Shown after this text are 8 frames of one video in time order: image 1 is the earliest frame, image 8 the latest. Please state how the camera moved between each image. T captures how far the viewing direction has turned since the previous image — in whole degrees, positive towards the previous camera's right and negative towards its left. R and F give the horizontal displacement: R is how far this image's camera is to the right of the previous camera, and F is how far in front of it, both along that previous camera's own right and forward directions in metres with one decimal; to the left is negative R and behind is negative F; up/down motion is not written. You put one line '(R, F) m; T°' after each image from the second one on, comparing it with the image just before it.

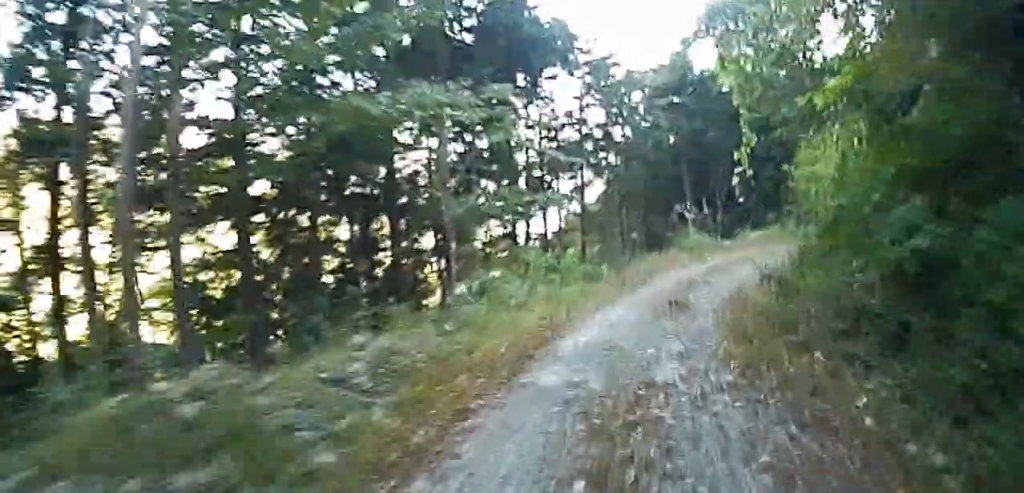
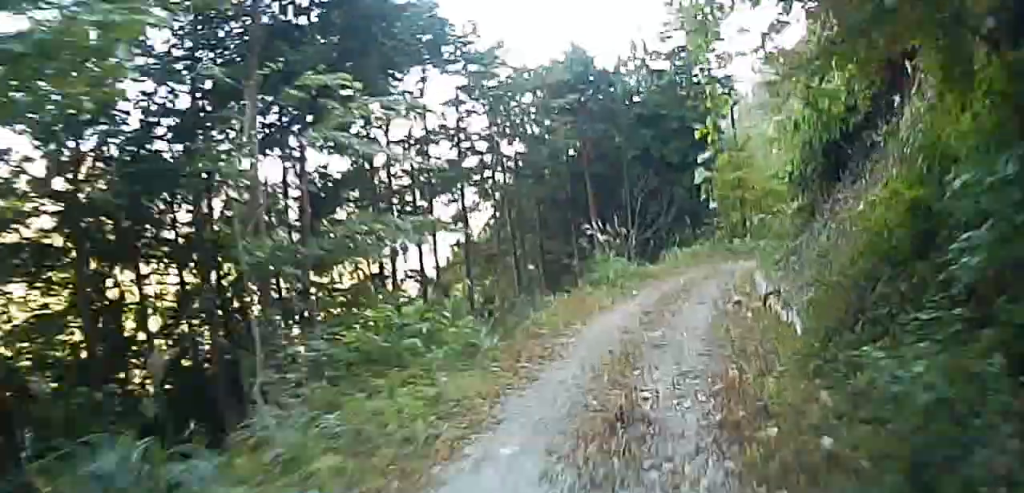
(+1.4, +5.0) m; +15°
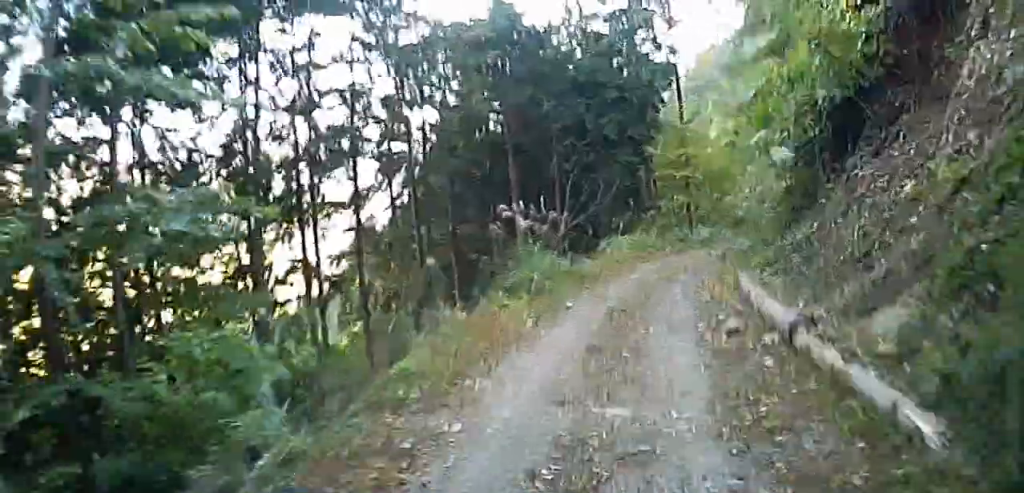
(-0.1, +5.1) m; -5°
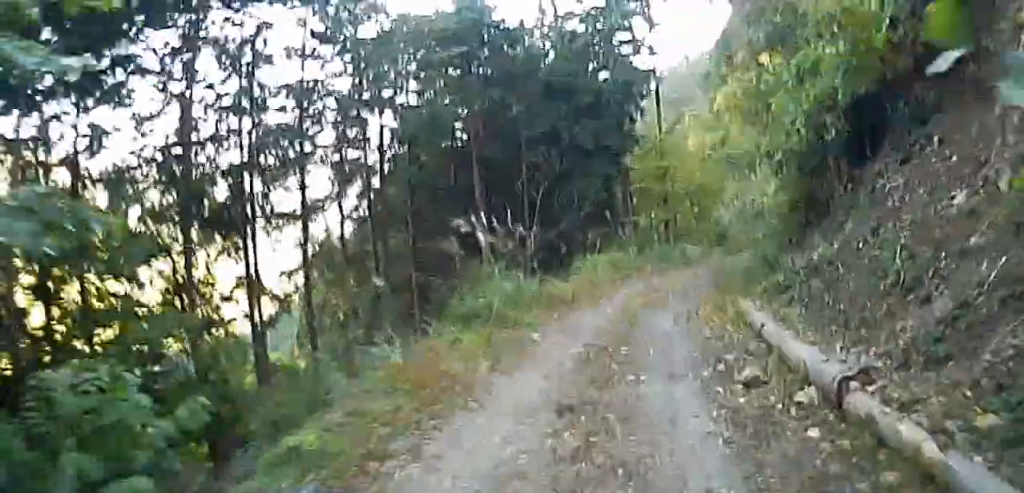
(-0.5, +2.5) m; -5°
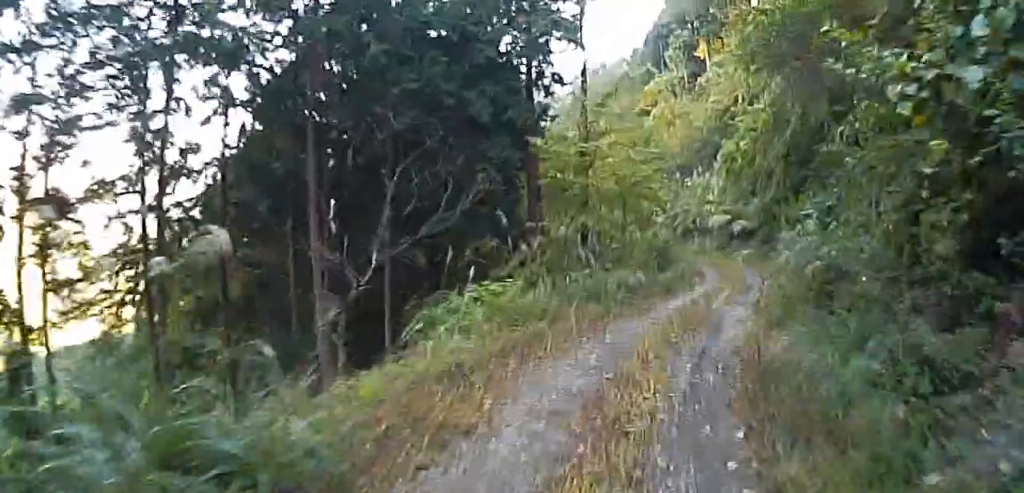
(+1.7, +9.5) m; +20°
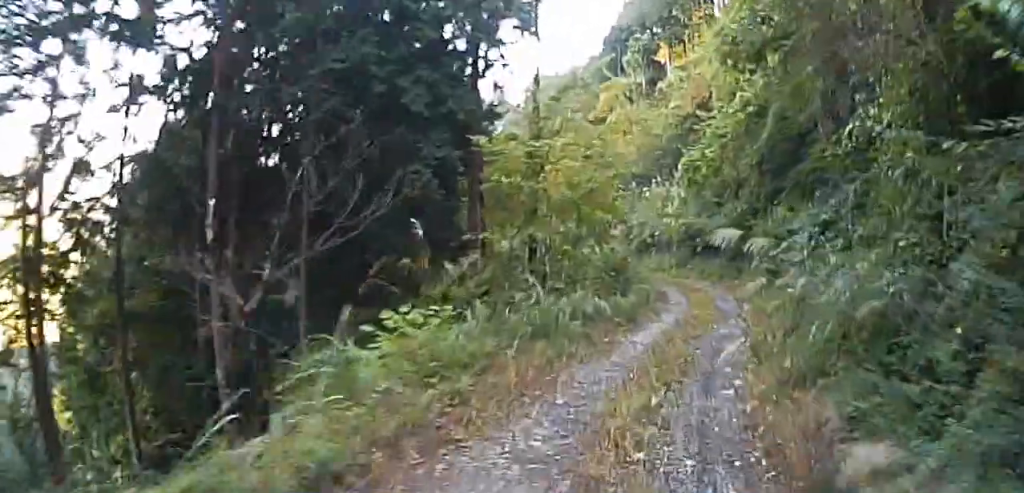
(+0.2, +3.1) m; +6°
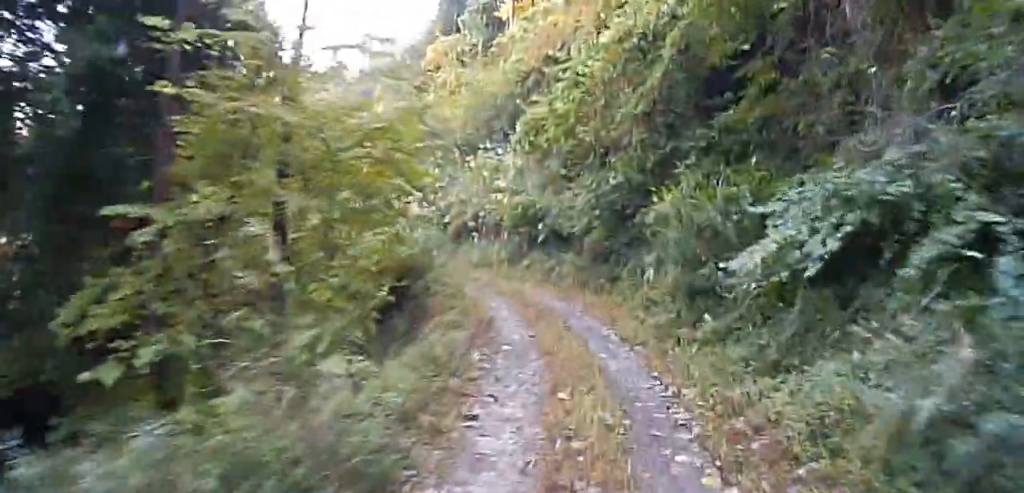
(+0.7, +10.0) m; +2°
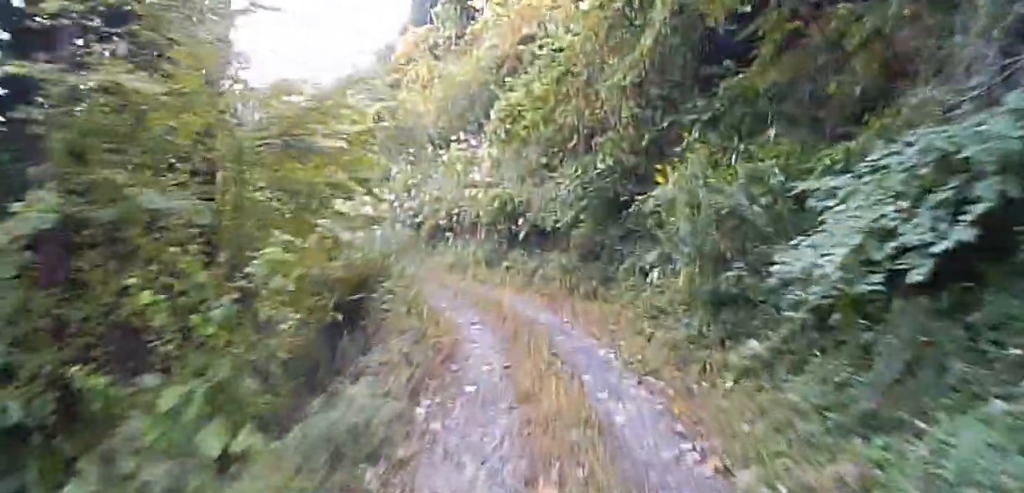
(-0.1, +2.9) m; -1°
